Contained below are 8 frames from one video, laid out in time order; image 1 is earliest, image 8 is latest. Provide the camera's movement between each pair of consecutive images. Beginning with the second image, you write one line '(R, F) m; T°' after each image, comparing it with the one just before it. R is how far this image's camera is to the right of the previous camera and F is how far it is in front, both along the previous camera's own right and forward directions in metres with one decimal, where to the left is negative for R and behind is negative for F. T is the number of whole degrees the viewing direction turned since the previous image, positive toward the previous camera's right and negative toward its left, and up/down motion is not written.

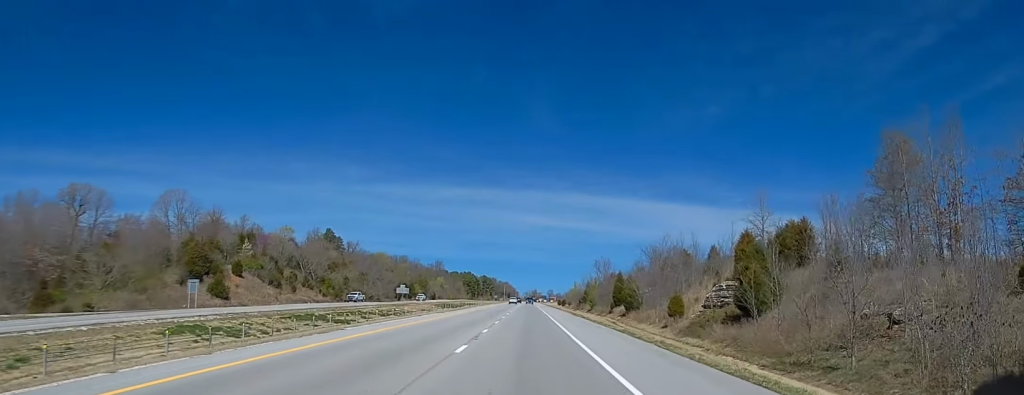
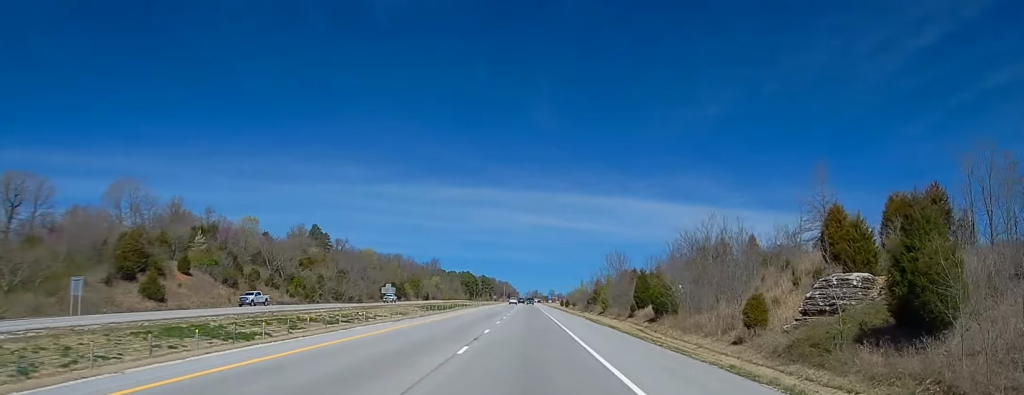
(0.0, +24.6) m; 0°
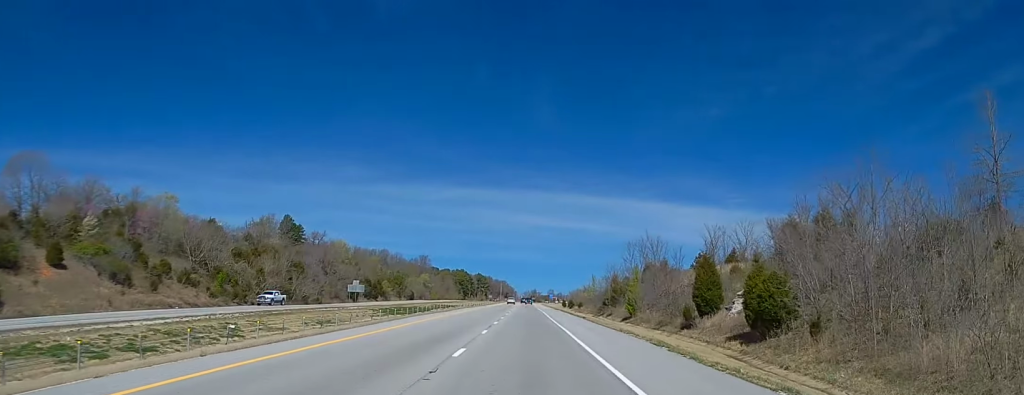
(0.0, +37.3) m; 0°
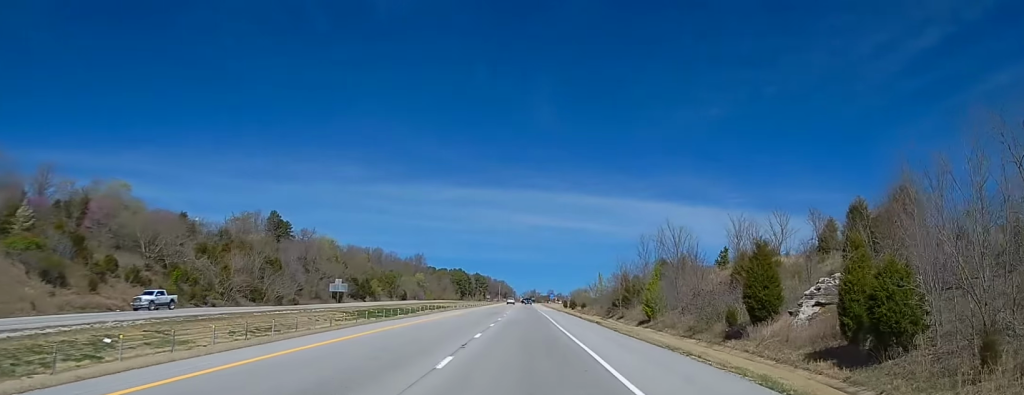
(0.0, +15.4) m; 0°
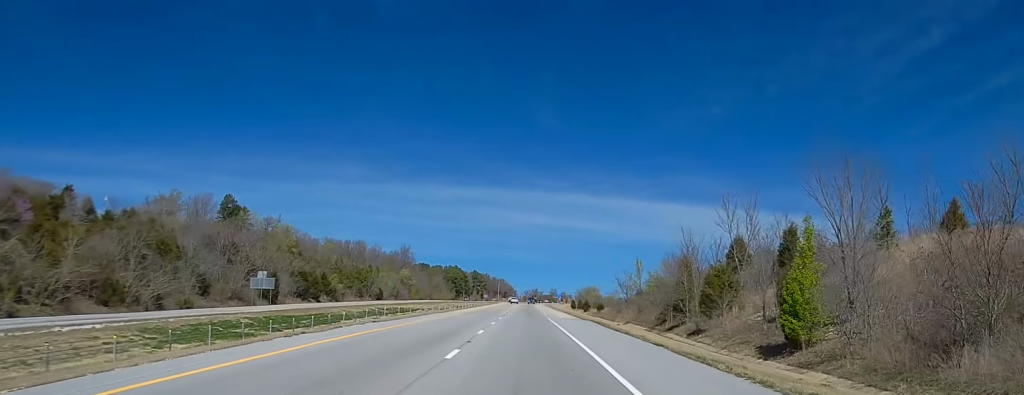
(-0.1, +46.1) m; 0°
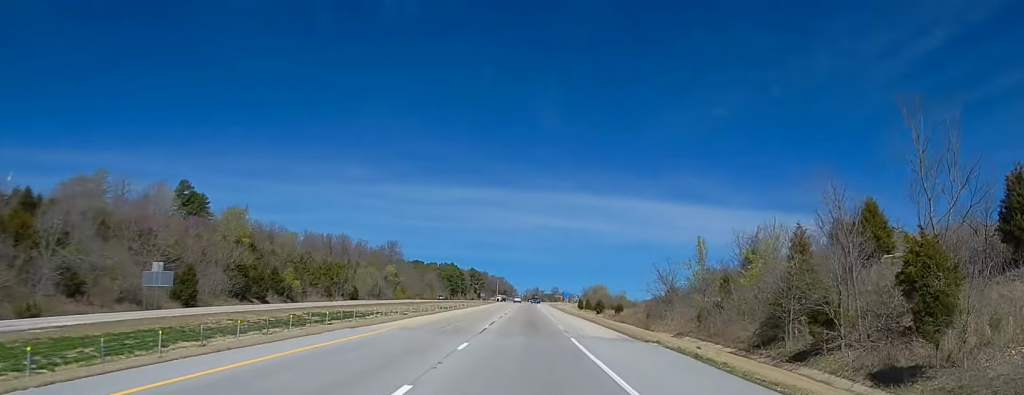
(+0.1, +32.9) m; 0°
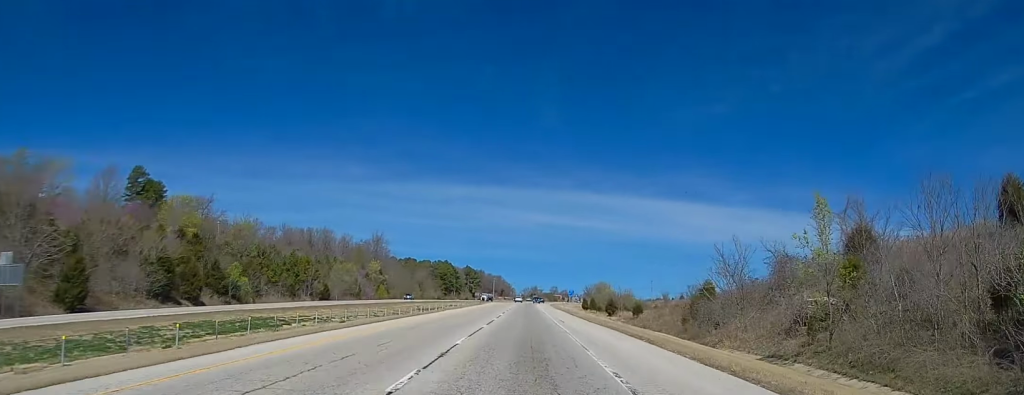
(0.0, +25.4) m; 0°
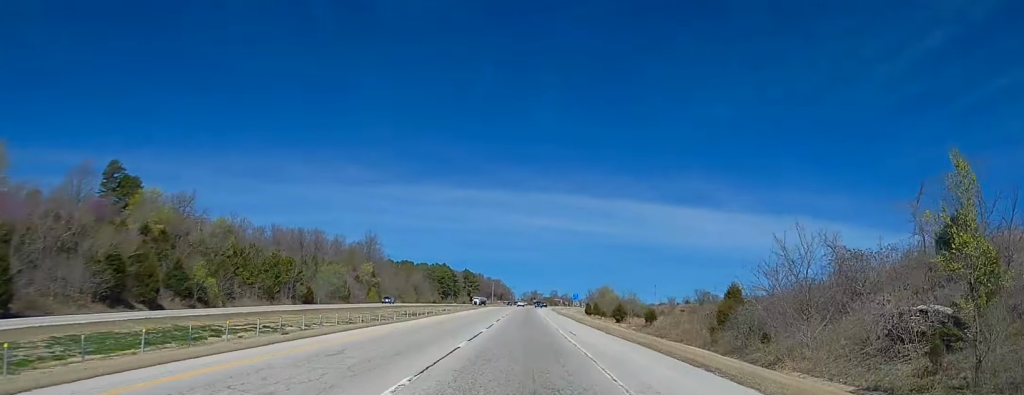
(0.0, +12.3) m; 0°
